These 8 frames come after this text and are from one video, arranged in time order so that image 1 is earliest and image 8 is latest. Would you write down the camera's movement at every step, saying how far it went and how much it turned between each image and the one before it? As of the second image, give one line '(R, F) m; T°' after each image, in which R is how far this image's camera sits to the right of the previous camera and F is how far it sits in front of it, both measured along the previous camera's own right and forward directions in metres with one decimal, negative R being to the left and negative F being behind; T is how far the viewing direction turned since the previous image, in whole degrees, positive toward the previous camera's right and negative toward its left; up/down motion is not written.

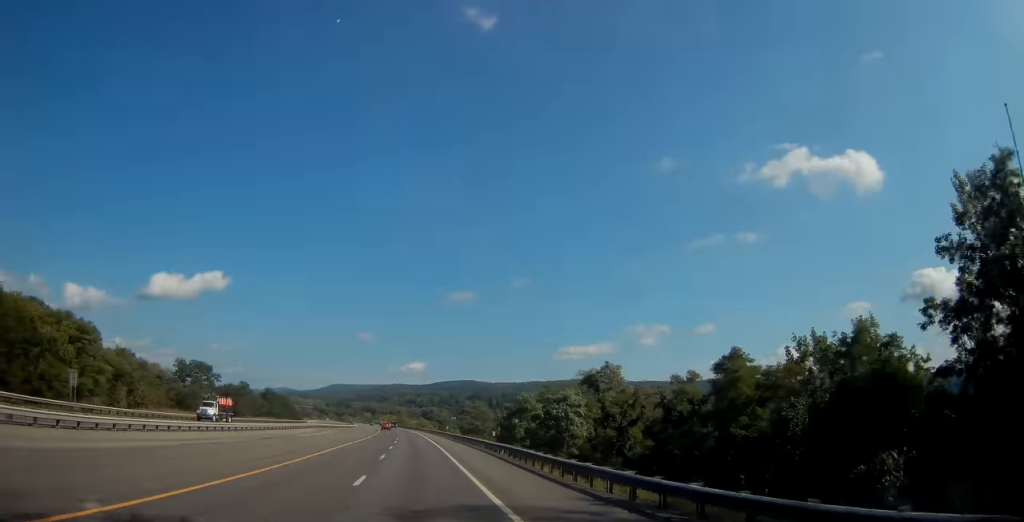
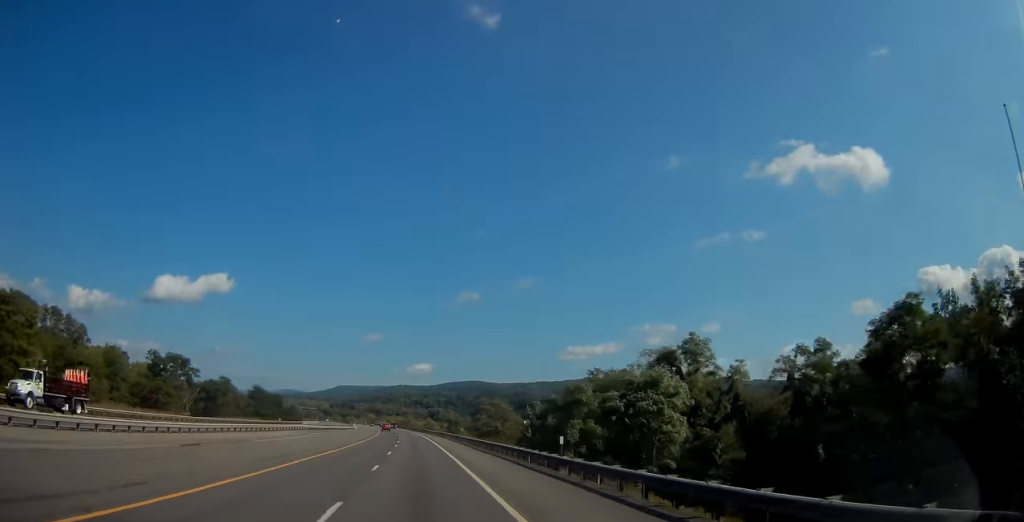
(0.0, +19.3) m; 0°
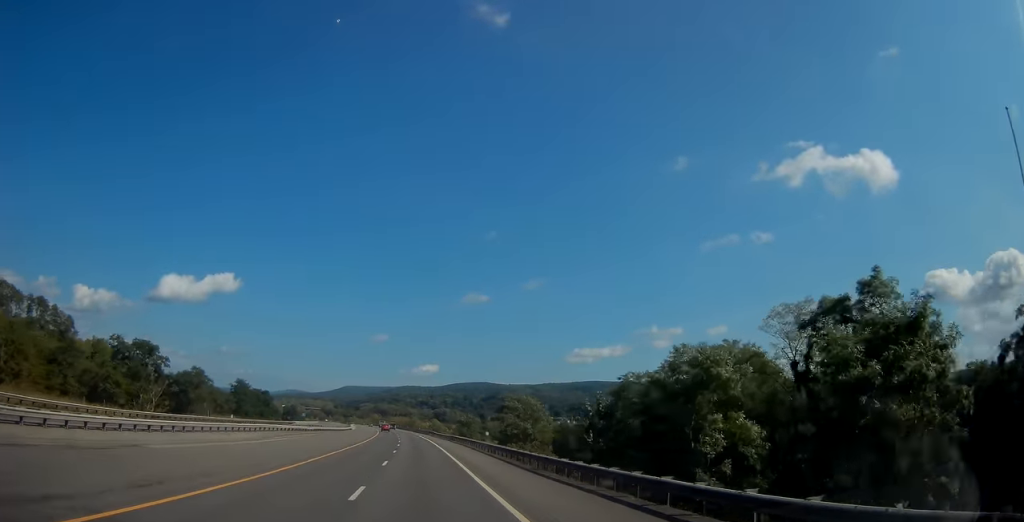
(-0.1, +20.3) m; -1°
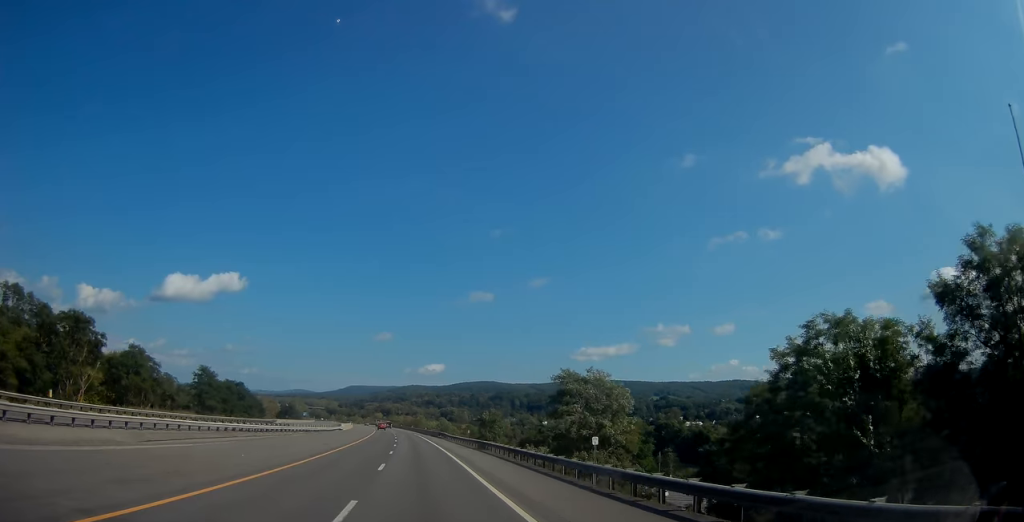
(-0.3, +27.8) m; -1°
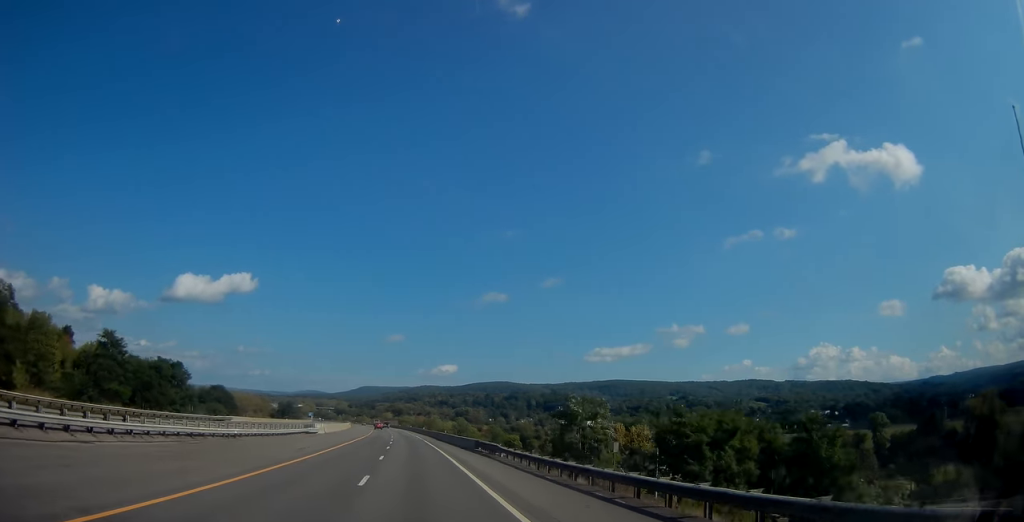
(-0.3, +41.4) m; -1°
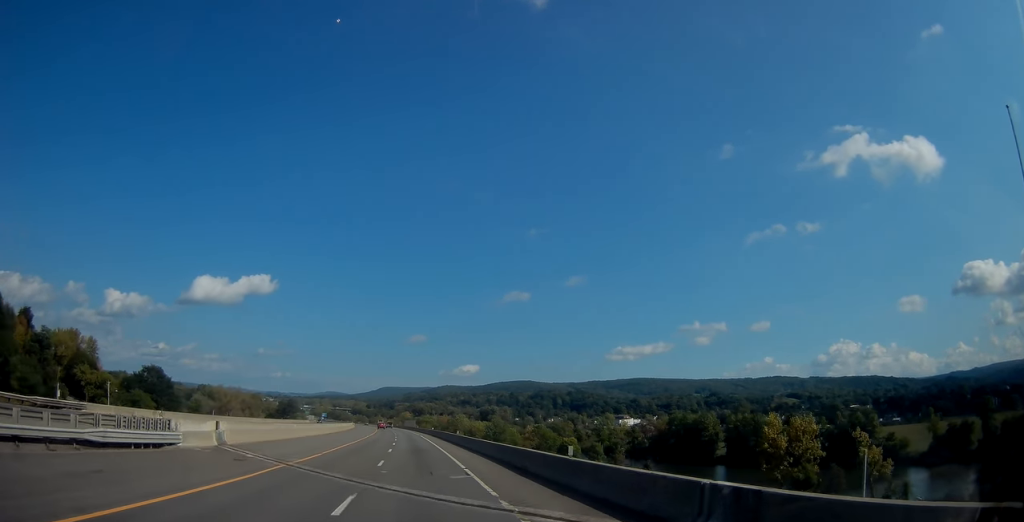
(-0.8, +52.2) m; -2°
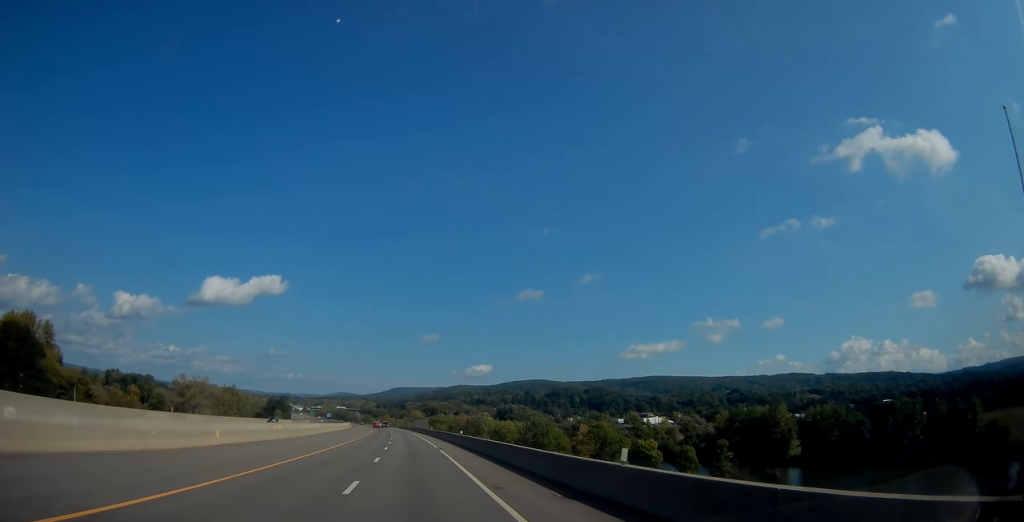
(-1.3, +47.4) m; -2°
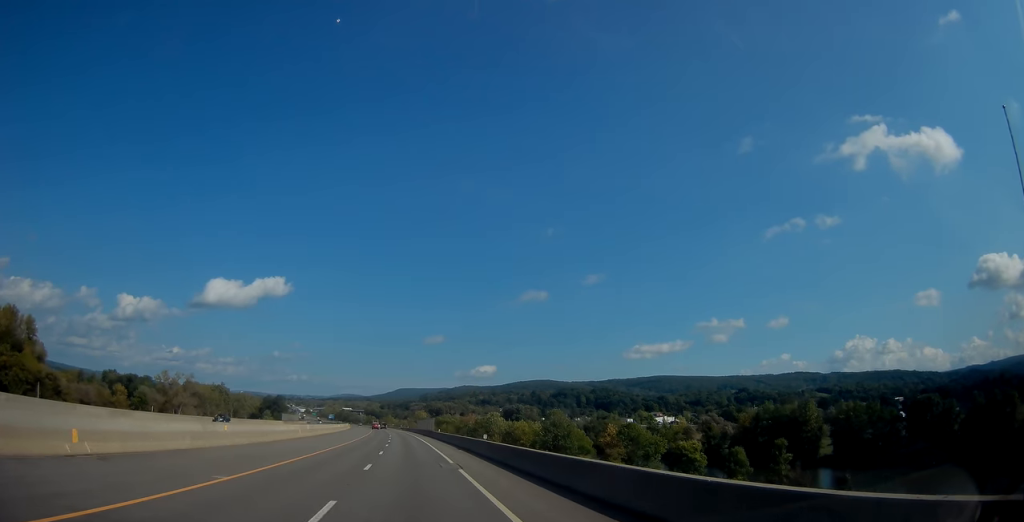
(-0.2, +16.6) m; 0°
